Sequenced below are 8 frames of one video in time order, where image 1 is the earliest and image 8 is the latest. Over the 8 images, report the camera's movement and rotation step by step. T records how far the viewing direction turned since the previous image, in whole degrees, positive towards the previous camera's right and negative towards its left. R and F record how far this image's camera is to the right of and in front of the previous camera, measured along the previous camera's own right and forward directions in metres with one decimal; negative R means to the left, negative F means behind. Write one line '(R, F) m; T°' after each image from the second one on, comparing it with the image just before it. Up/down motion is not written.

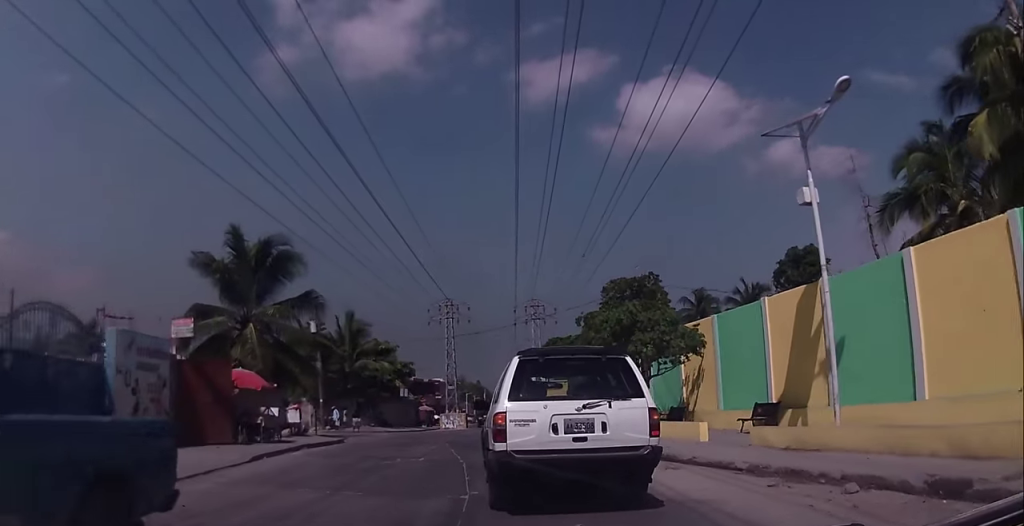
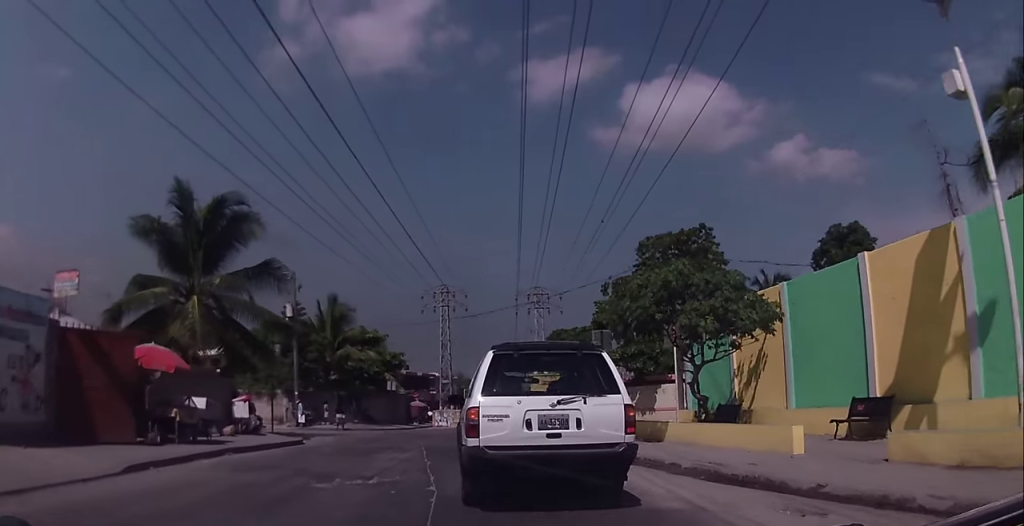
(+0.4, +5.8) m; 0°
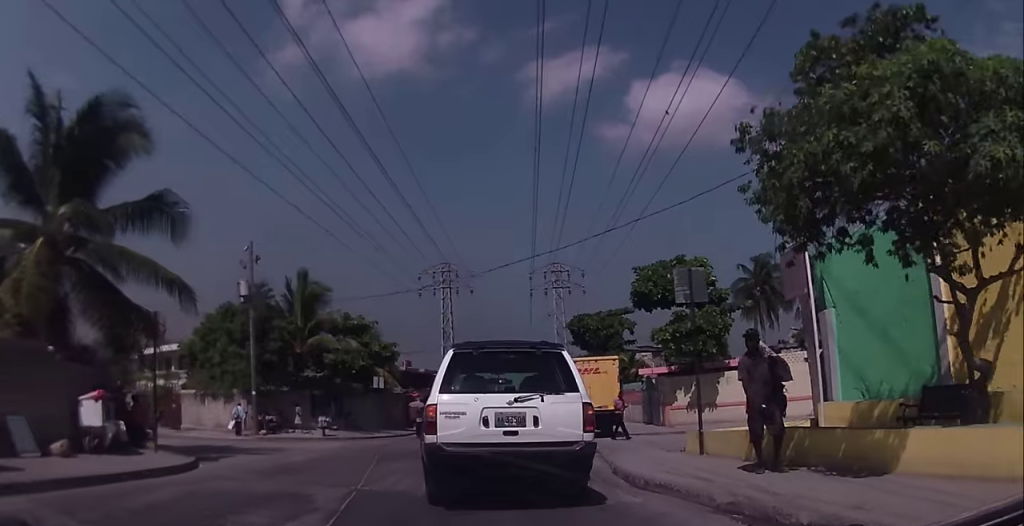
(-0.7, +9.5) m; -5°
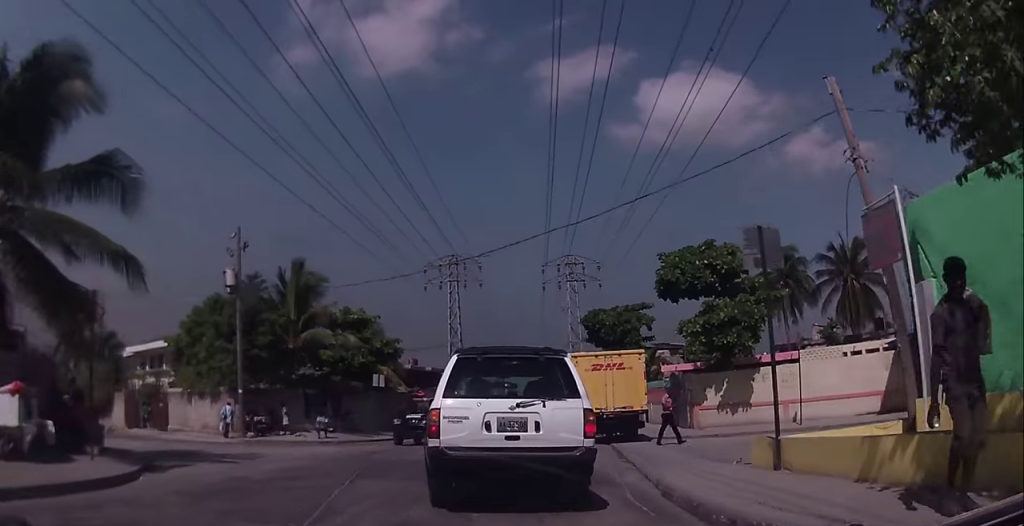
(0.0, +3.1) m; 0°
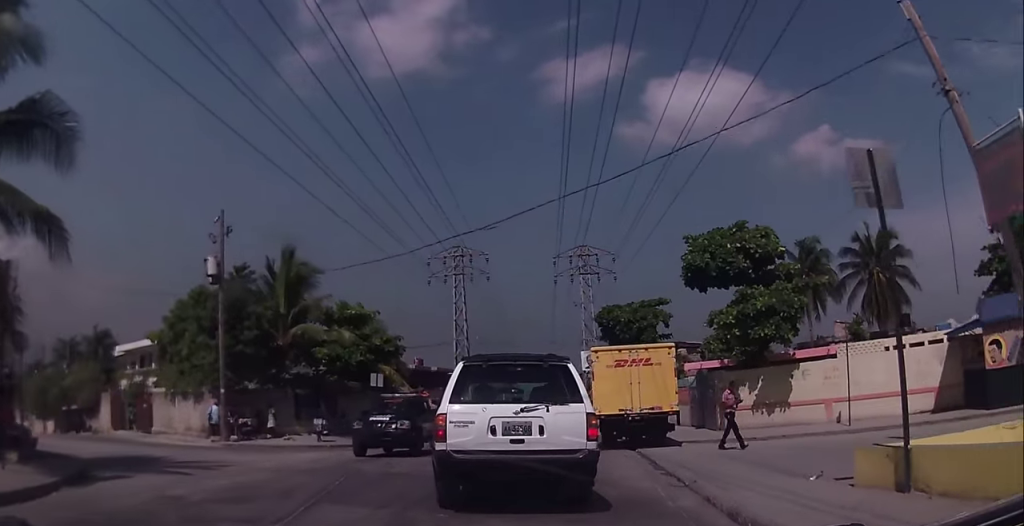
(0.0, +3.1) m; 0°
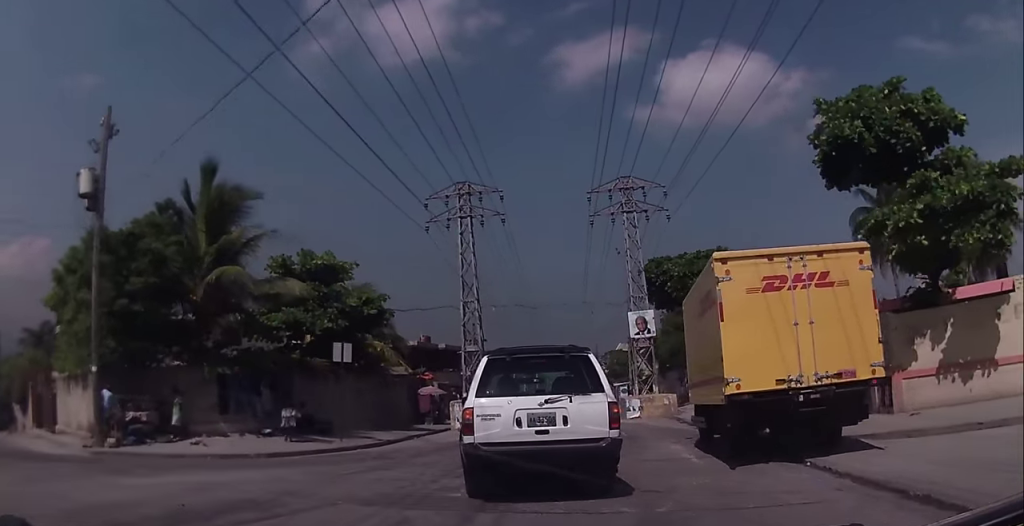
(0.0, +10.4) m; 0°
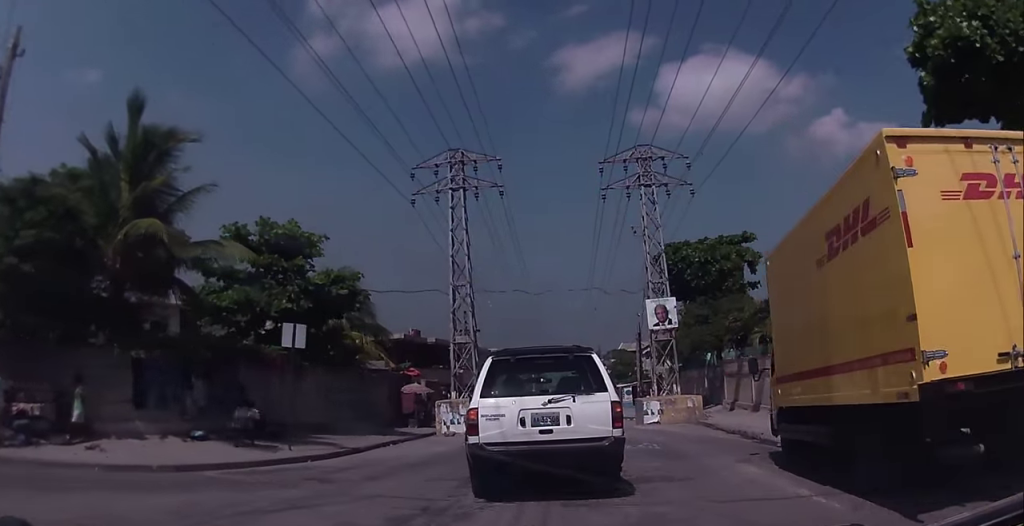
(0.0, +4.7) m; 0°
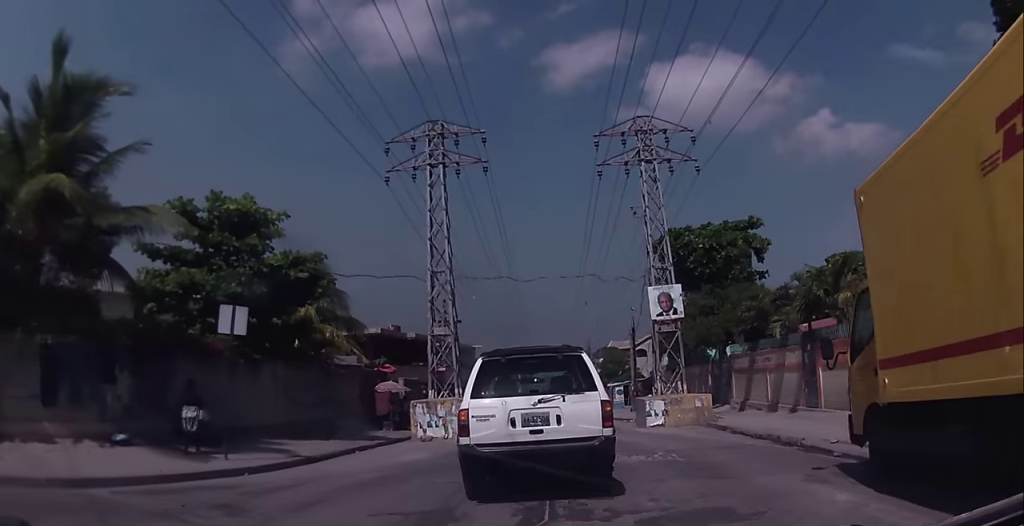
(0.0, +3.1) m; 0°
